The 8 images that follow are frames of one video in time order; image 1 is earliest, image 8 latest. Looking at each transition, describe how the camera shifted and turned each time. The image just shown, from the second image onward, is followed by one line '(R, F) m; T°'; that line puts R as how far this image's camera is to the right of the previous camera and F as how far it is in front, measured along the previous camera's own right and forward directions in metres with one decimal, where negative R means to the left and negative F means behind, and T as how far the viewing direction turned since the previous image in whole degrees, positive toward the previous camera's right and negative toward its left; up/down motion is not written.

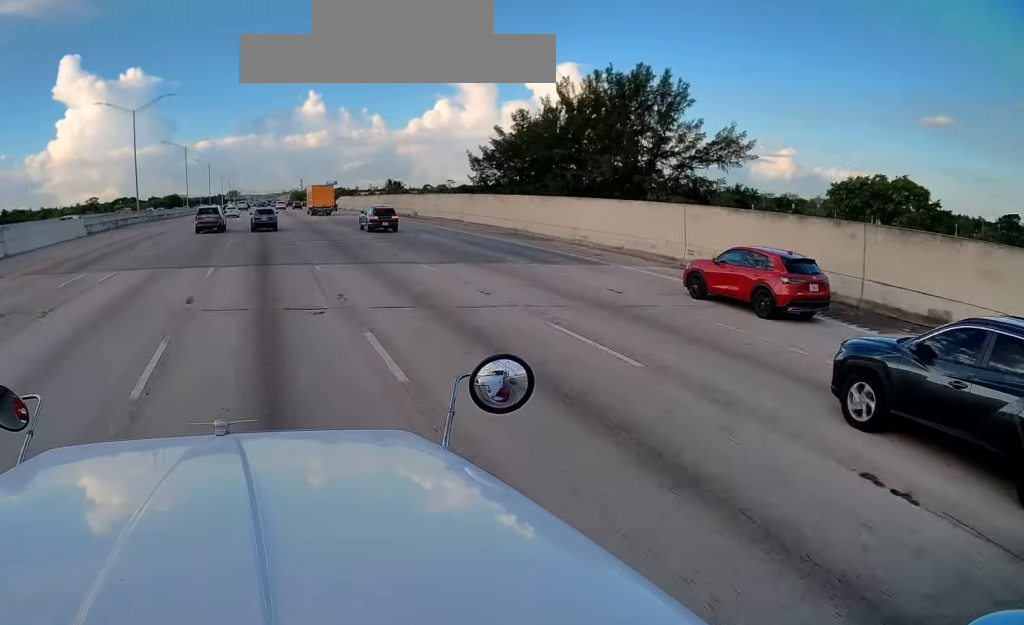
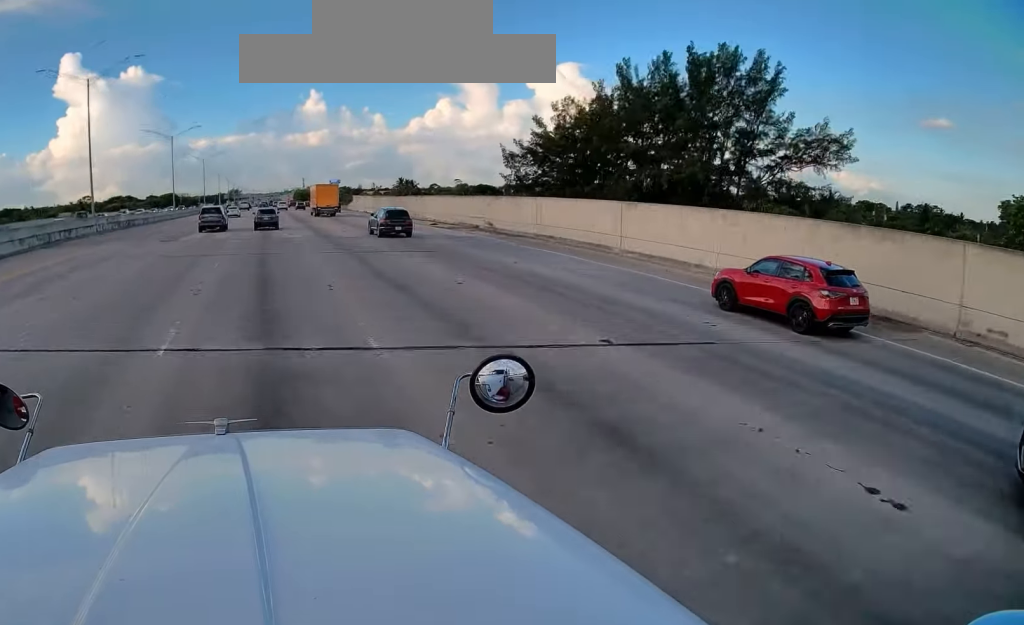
(+0.2, +25.4) m; 0°
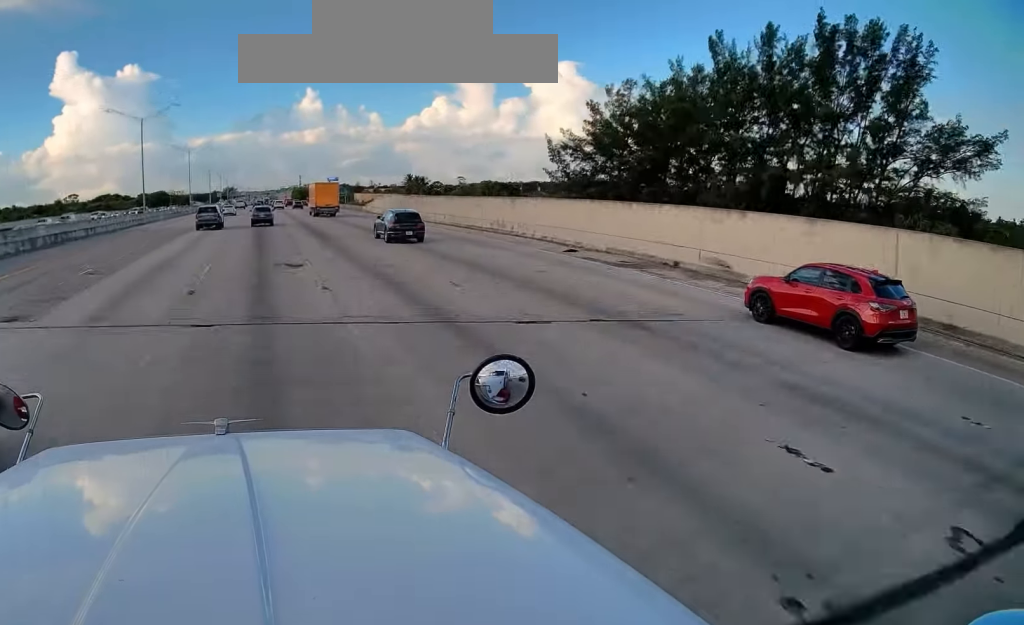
(-0.3, +30.1) m; -1°
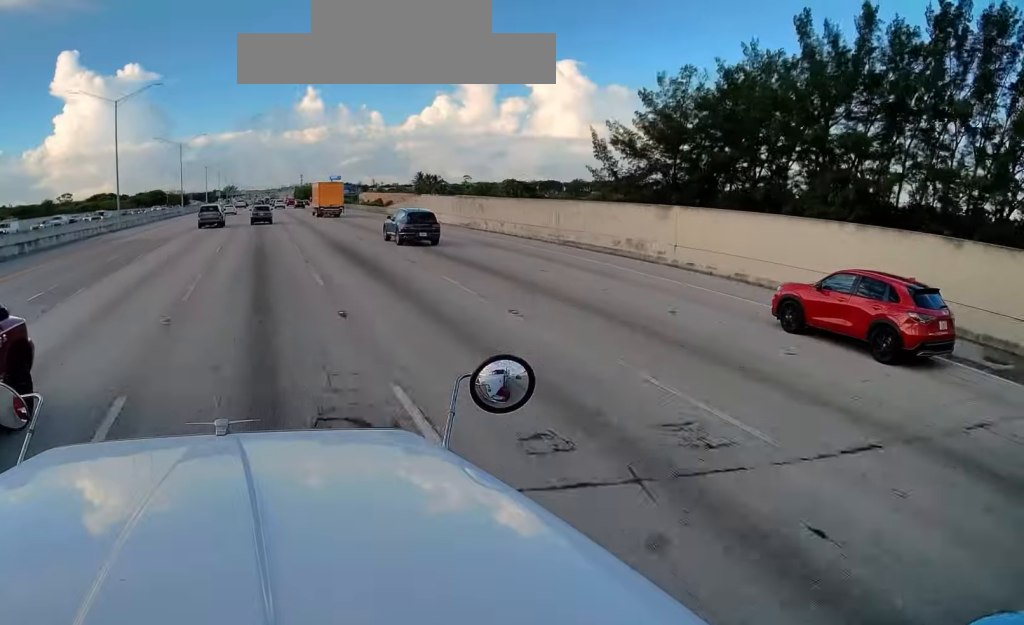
(0.0, +17.6) m; 0°
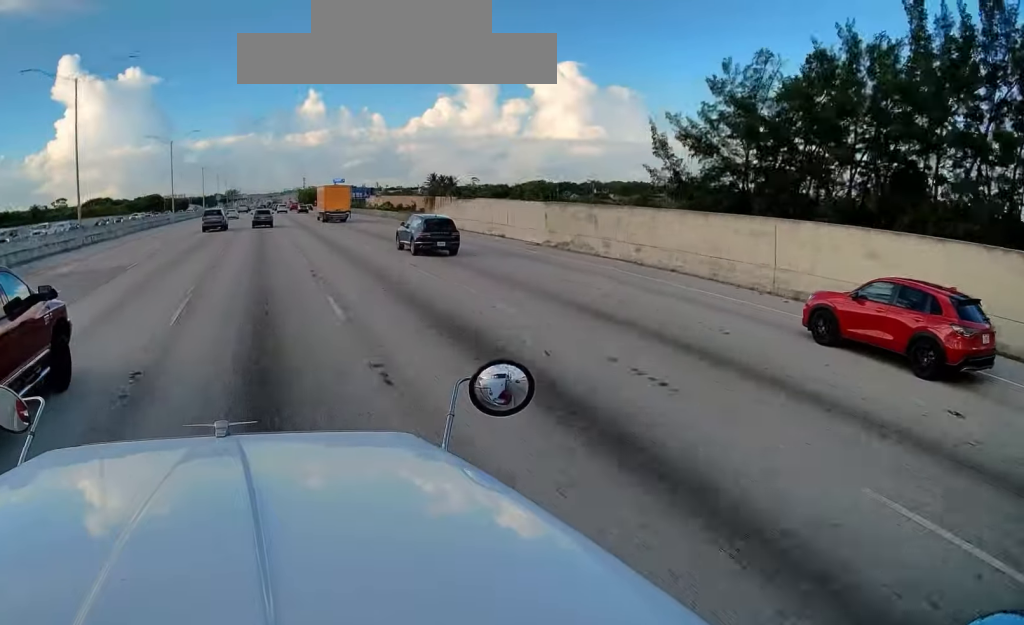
(0.0, +17.3) m; 0°
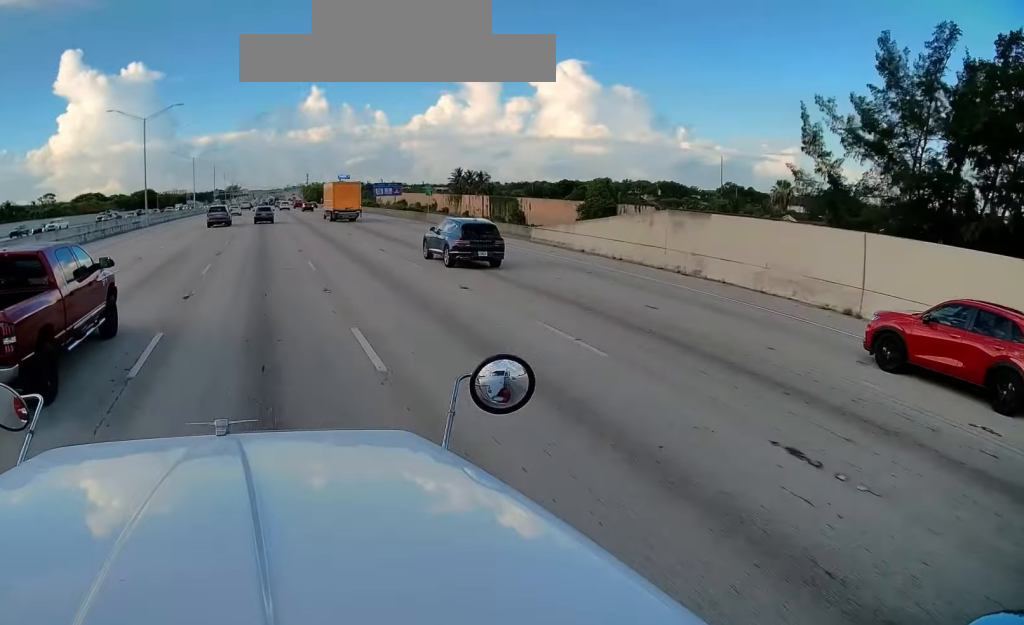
(+0.1, +29.6) m; 0°
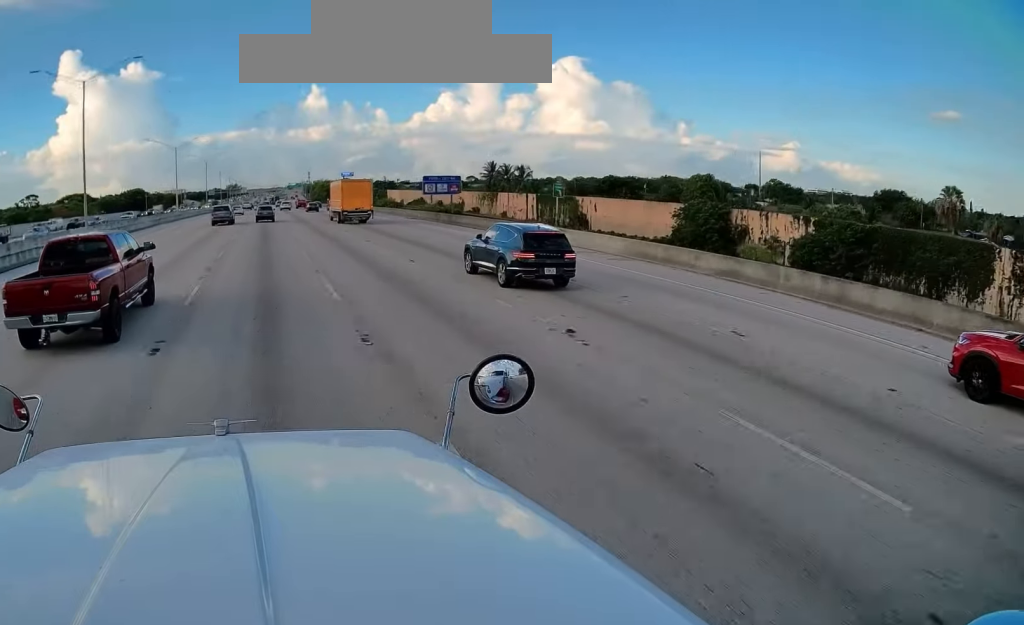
(0.0, +35.4) m; 0°
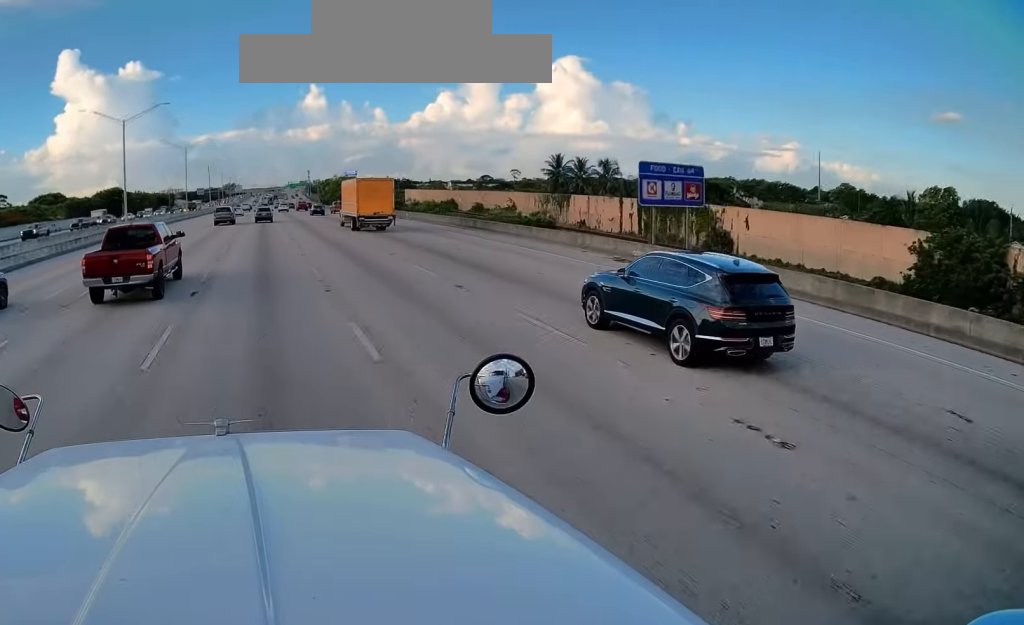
(-0.5, +46.3) m; 0°
